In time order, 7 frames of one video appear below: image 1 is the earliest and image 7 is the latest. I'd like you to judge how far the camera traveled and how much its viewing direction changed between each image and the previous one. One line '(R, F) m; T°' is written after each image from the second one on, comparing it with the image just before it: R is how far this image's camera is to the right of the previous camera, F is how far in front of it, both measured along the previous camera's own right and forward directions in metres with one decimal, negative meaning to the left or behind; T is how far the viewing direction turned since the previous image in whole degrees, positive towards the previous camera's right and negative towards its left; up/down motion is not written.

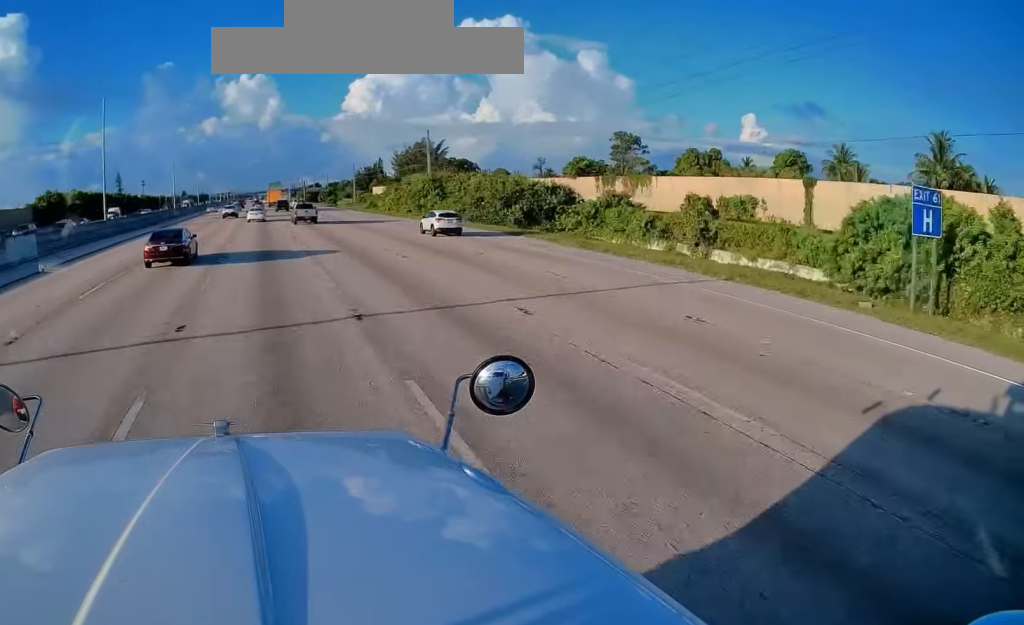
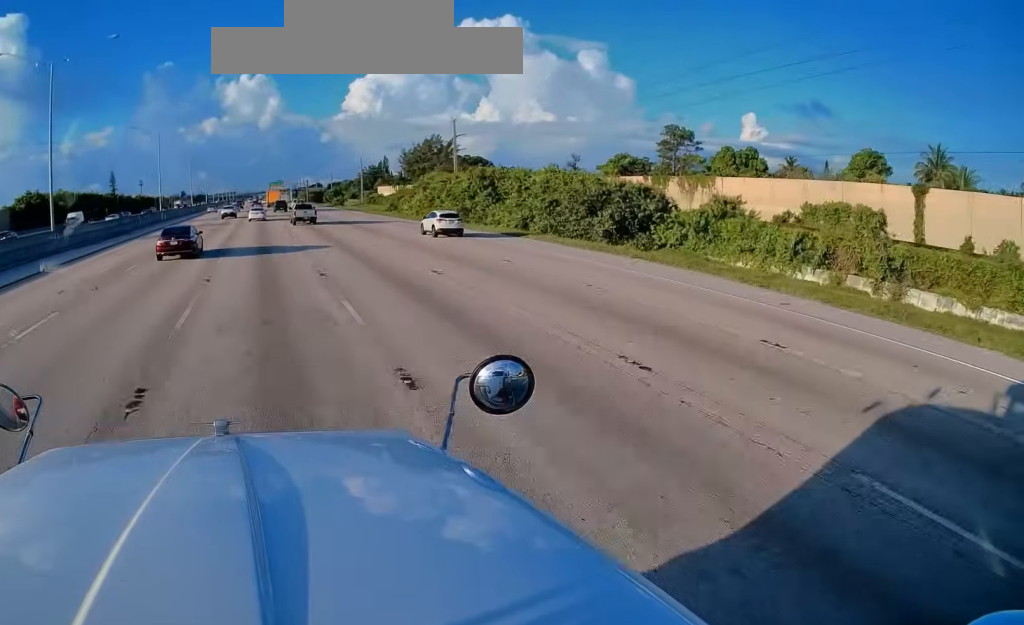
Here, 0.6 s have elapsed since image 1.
(0.0, +15.9) m; 0°
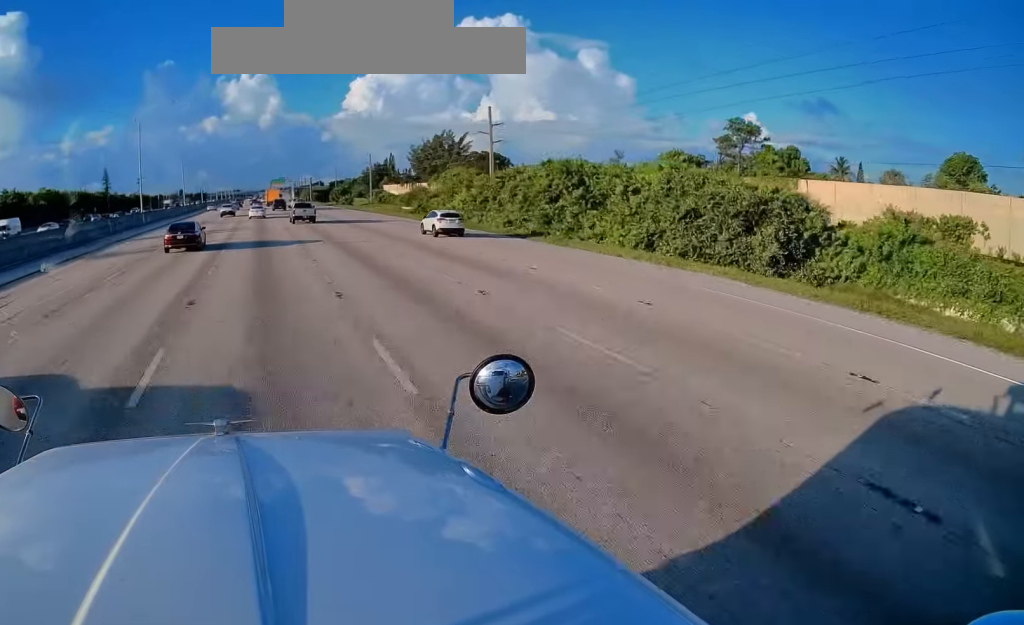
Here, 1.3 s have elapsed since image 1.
(0.0, +15.4) m; 0°
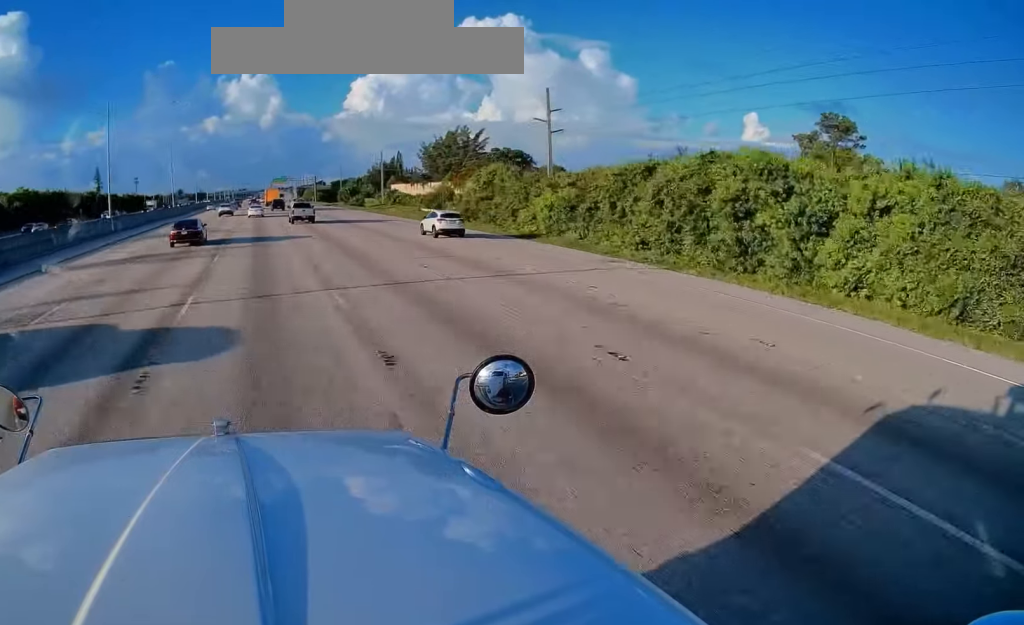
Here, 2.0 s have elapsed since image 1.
(0.0, +16.4) m; 0°
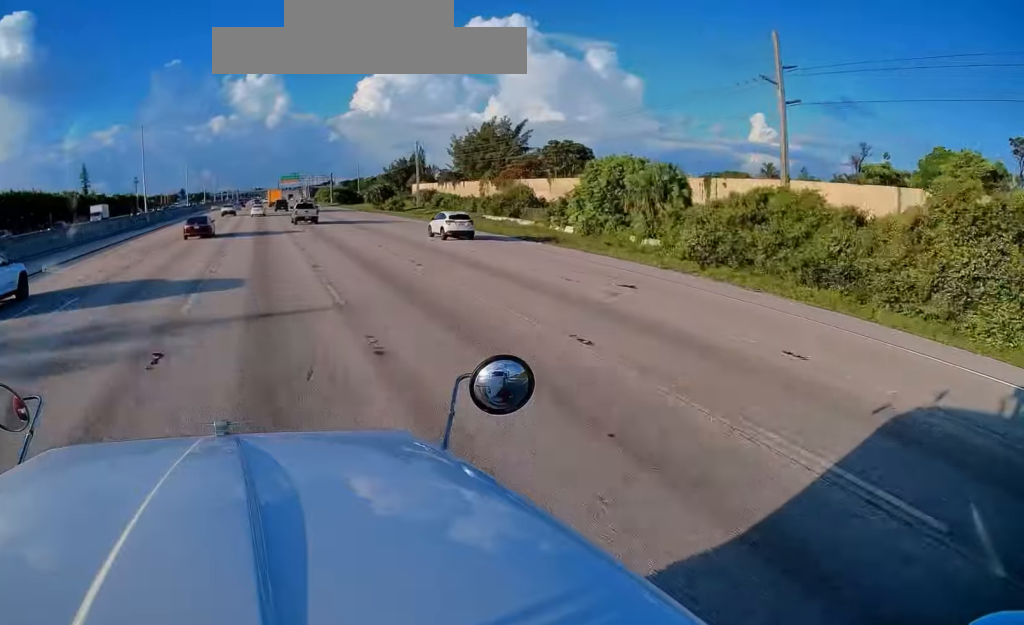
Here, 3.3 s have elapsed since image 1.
(0.0, +28.0) m; 0°
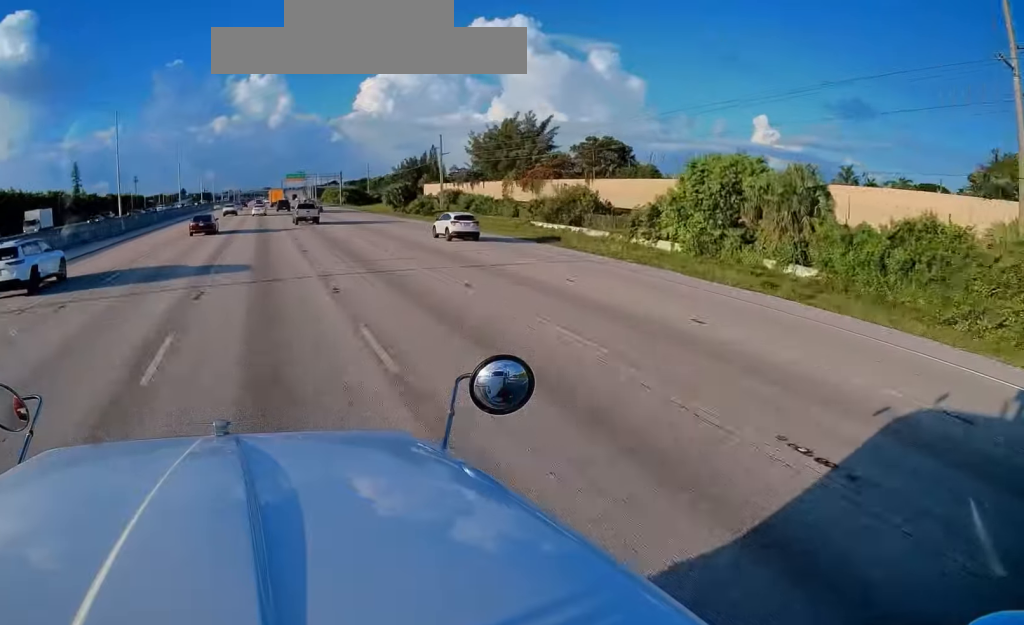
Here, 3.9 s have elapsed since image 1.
(0.0, +14.5) m; 0°
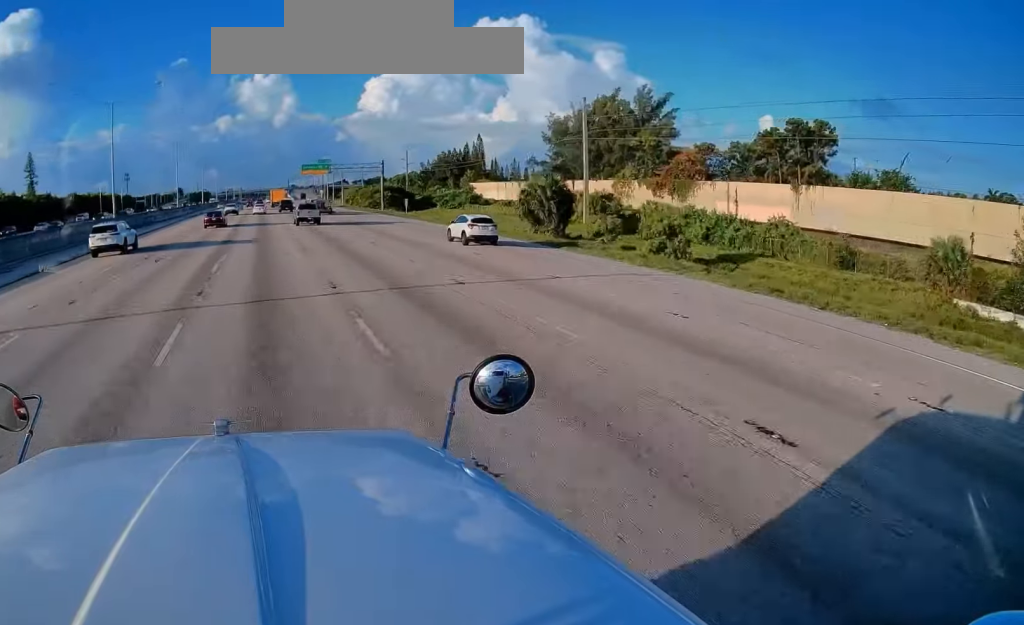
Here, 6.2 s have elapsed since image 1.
(-0.5, +55.2) m; -1°
